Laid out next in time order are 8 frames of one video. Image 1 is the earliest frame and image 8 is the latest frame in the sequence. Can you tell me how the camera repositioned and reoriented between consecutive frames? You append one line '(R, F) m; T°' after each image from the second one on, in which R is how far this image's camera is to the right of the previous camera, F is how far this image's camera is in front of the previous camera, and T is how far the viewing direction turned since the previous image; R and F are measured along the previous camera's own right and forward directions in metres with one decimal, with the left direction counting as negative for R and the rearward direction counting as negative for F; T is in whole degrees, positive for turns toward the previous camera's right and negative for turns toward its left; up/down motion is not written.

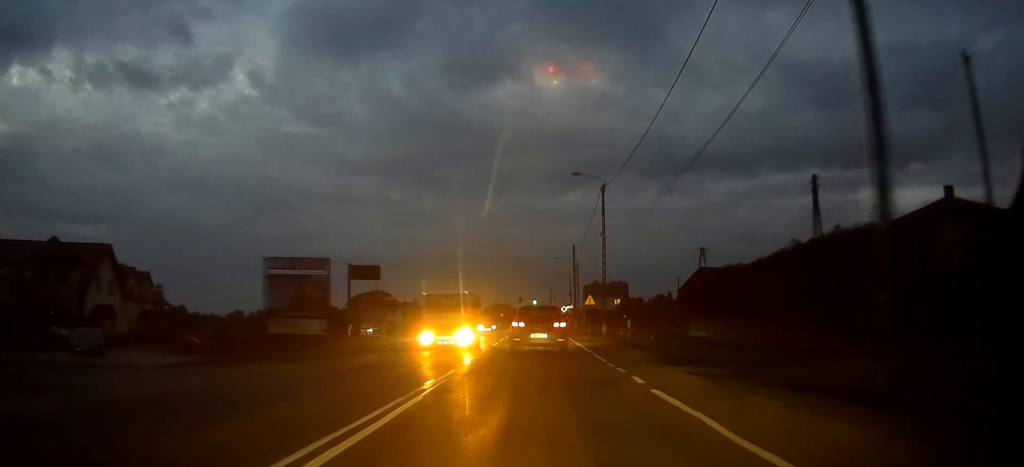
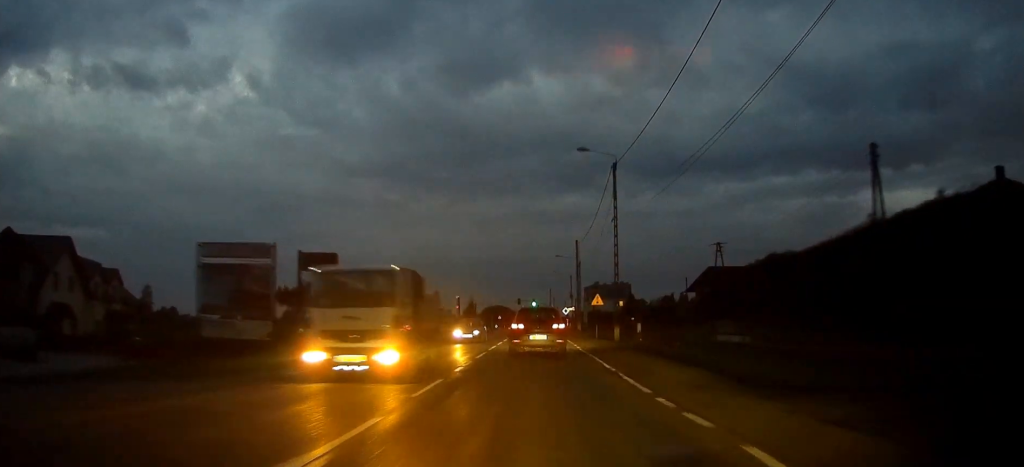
(0.0, +7.3) m; 0°
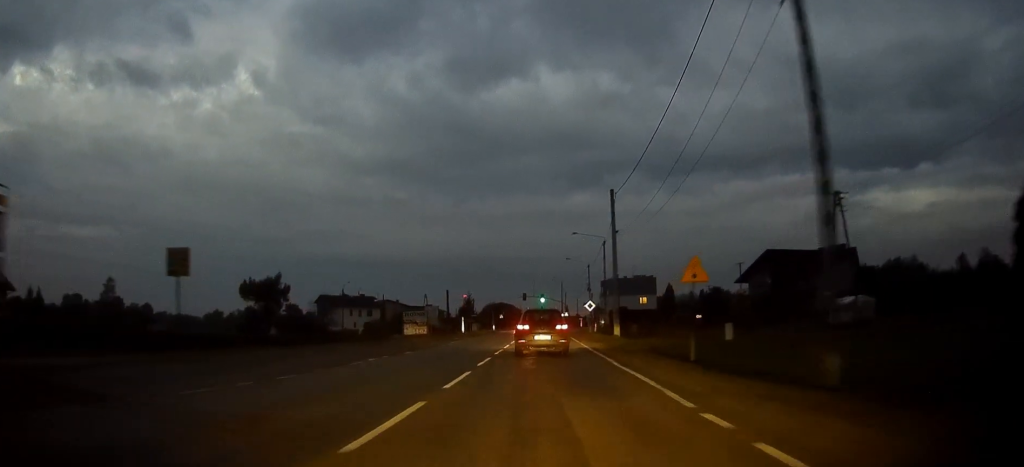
(+0.1, +27.1) m; -1°
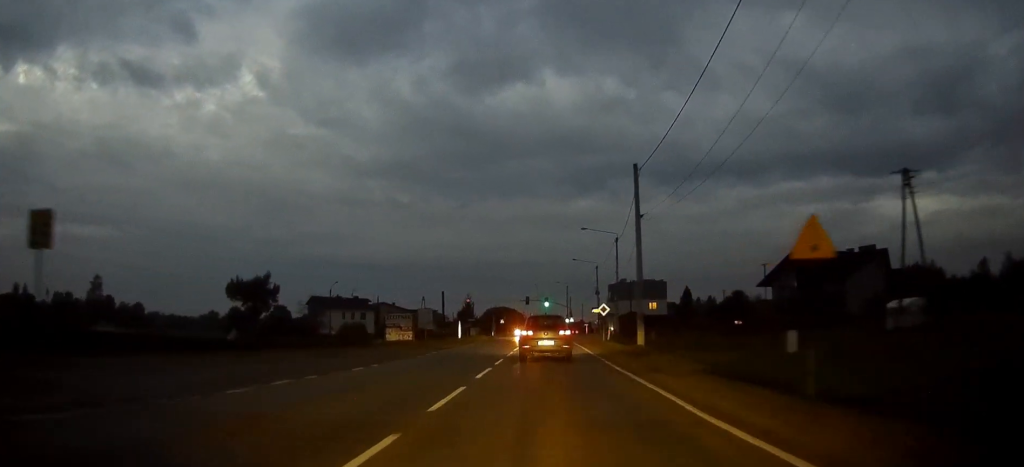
(-0.2, +8.4) m; 0°
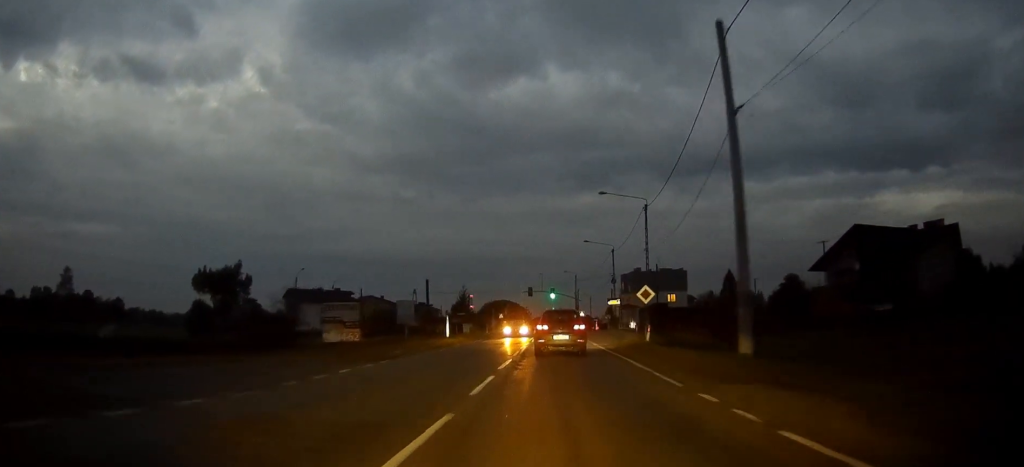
(0.0, +16.4) m; +1°
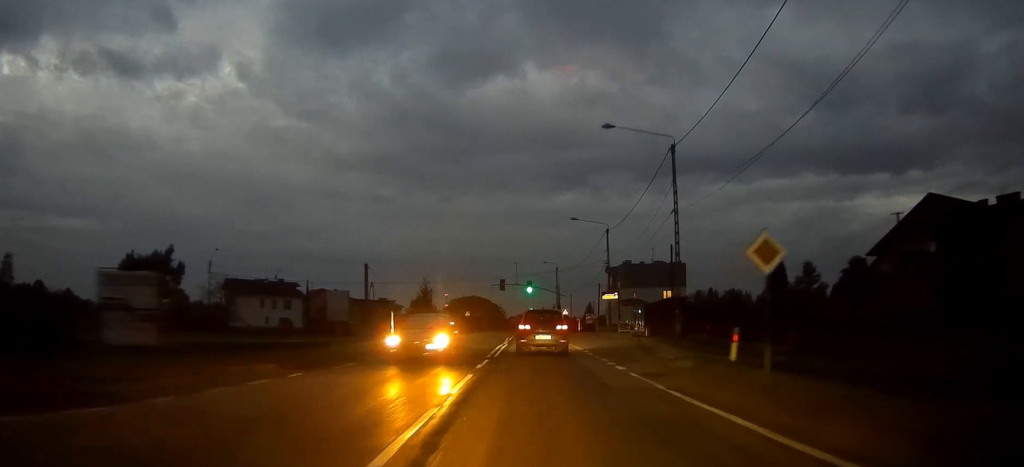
(+0.1, +18.2) m; +1°
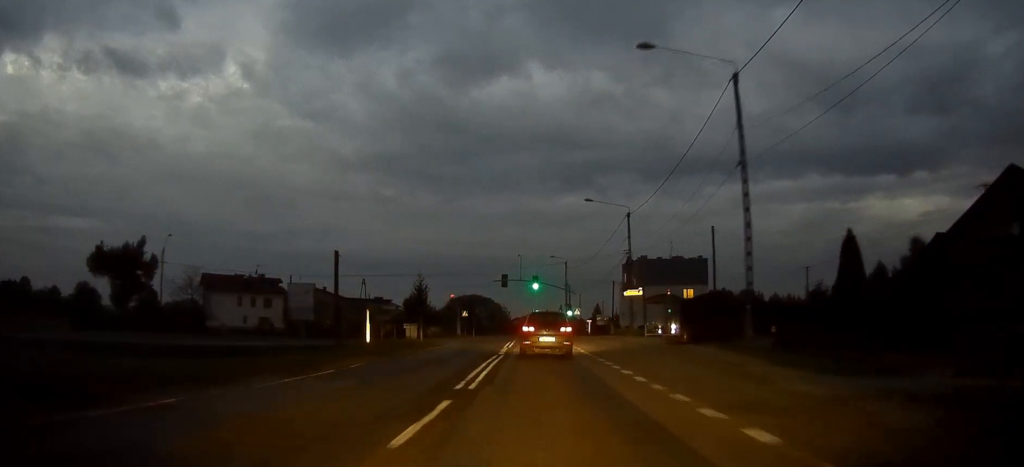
(0.0, +10.7) m; 0°
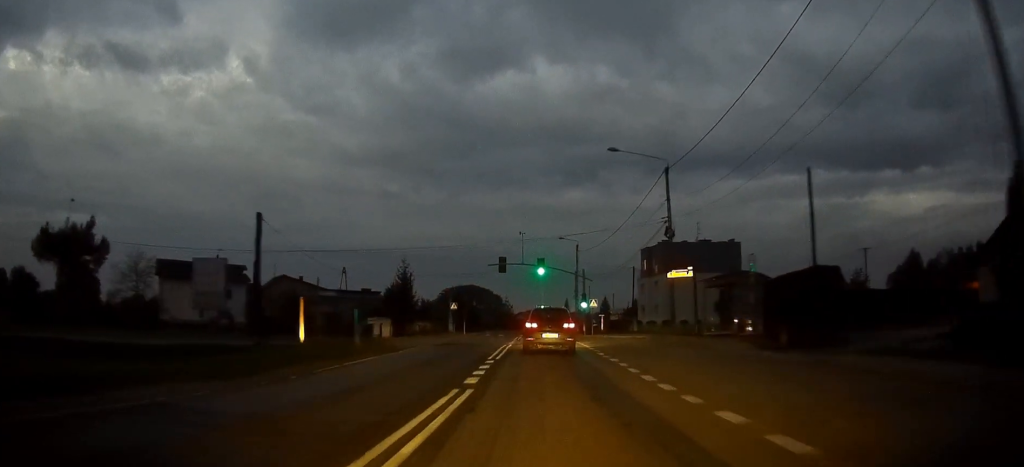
(-0.1, +14.8) m; 0°
